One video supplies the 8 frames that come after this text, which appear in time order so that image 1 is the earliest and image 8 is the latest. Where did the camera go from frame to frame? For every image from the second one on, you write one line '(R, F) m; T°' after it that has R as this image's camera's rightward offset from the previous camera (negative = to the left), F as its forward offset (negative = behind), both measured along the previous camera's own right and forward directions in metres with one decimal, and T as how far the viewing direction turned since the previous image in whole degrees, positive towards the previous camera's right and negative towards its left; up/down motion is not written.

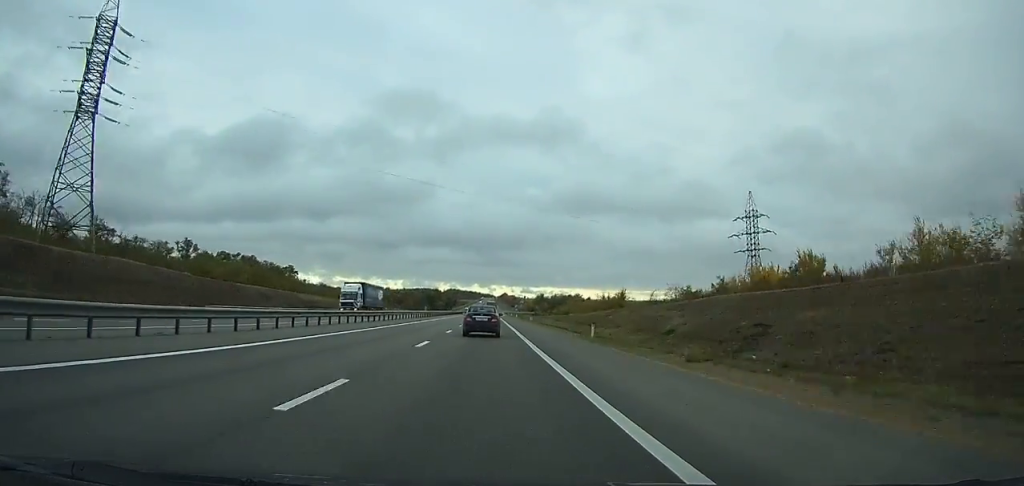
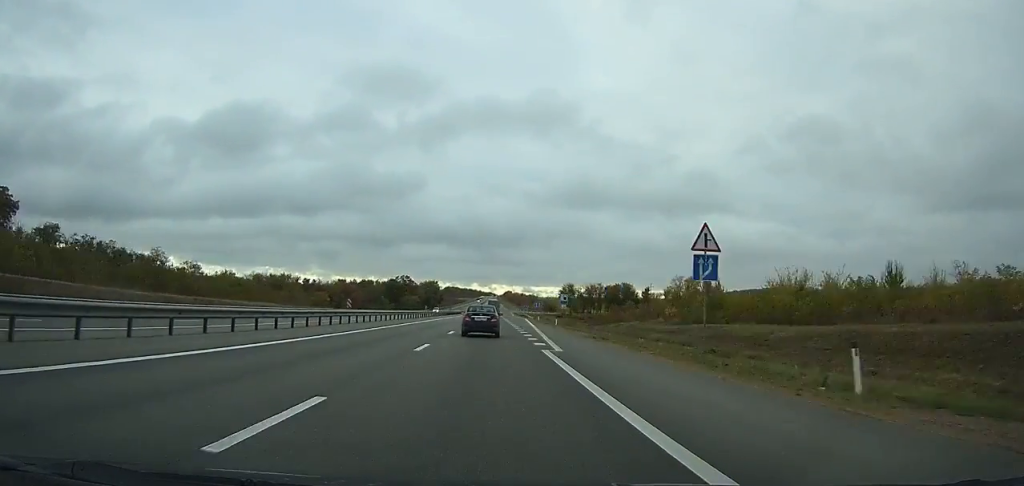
(+0.1, +123.9) m; 0°
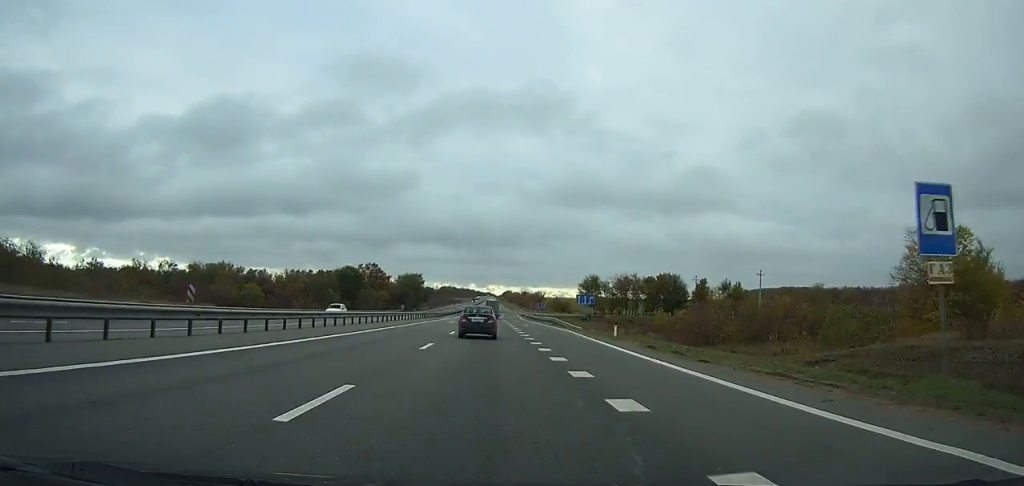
(+0.1, +56.1) m; 0°
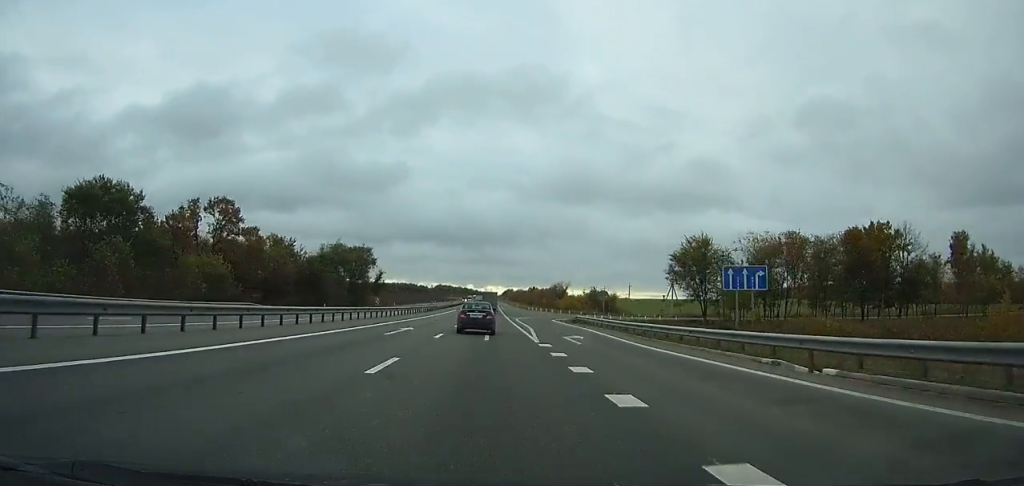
(0.0, +85.3) m; 0°
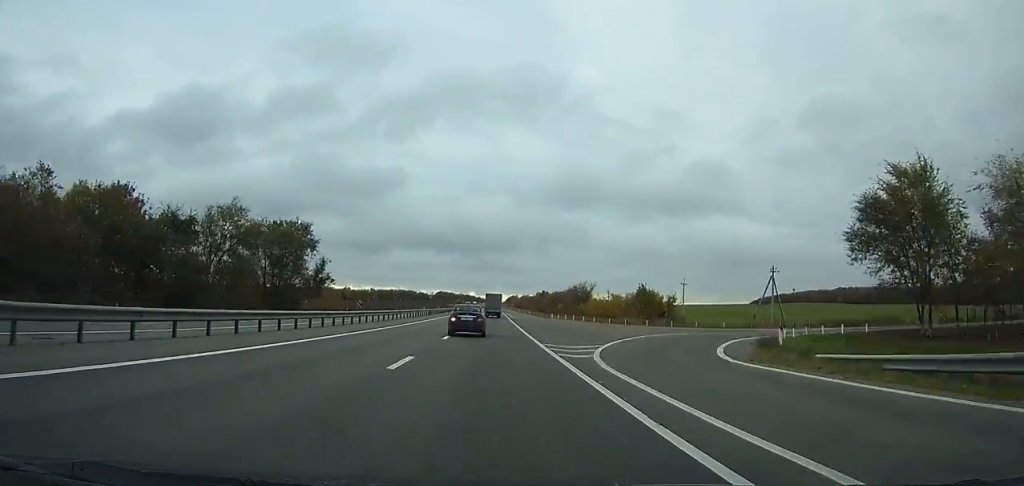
(0.0, +41.5) m; 0°
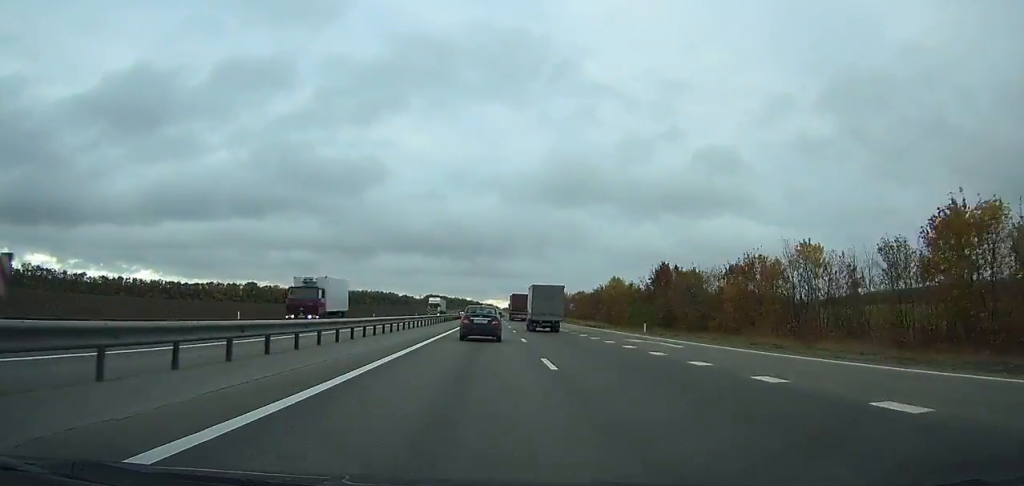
(-1.8, +183.0) m; 0°
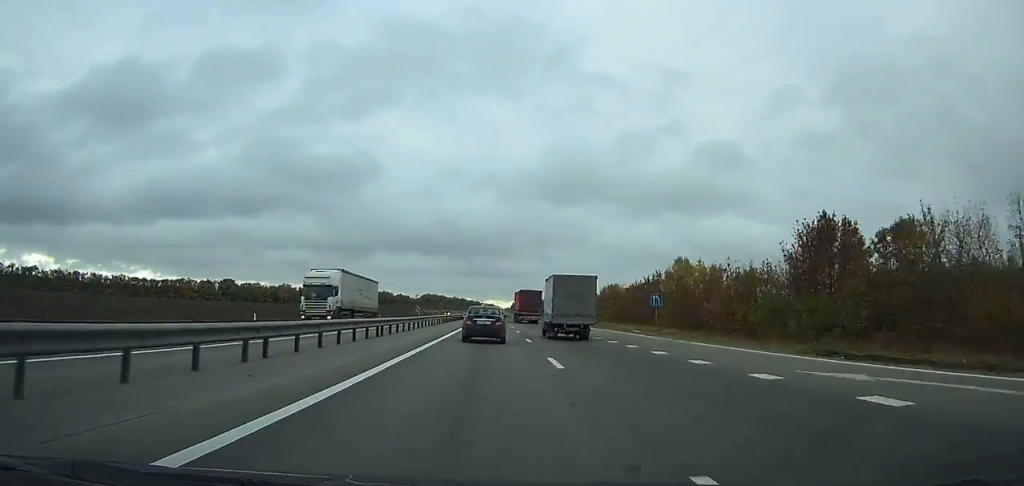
(+0.3, +47.7) m; 0°
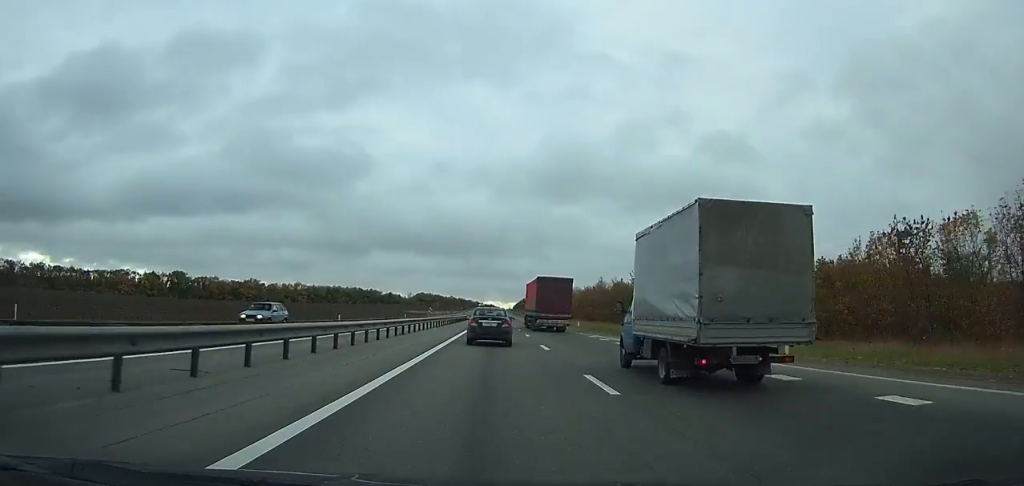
(+0.3, +77.5) m; 0°
